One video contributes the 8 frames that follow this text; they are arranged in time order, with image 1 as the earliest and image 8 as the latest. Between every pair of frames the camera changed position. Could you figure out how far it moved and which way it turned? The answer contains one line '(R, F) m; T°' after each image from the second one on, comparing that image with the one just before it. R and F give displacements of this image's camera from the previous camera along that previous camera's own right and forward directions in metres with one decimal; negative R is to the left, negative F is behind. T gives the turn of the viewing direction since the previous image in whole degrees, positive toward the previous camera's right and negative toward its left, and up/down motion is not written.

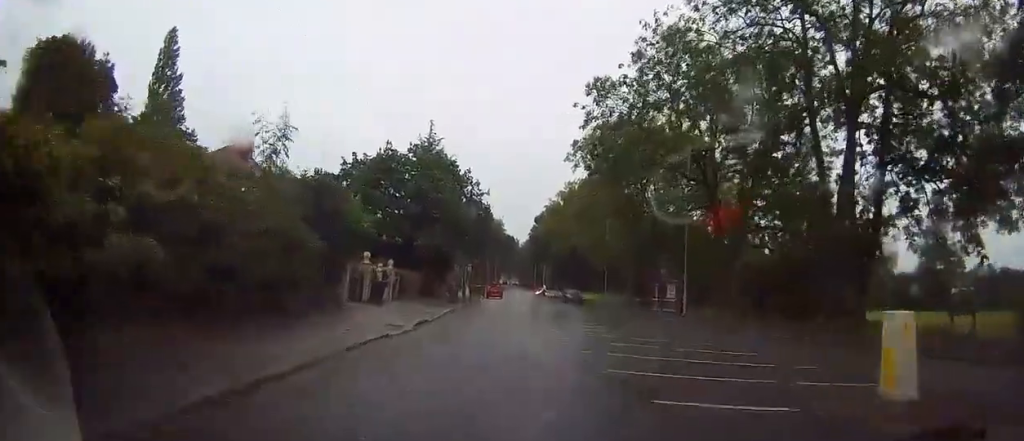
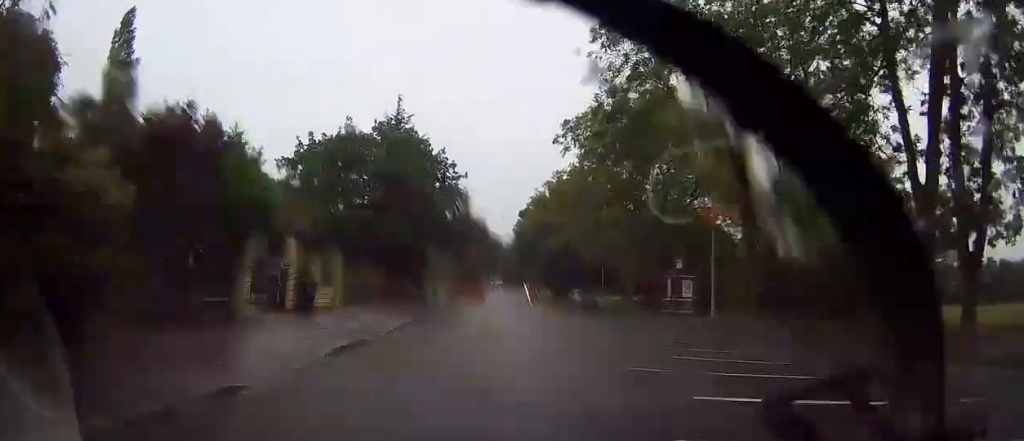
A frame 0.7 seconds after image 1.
(0.0, +8.3) m; 0°
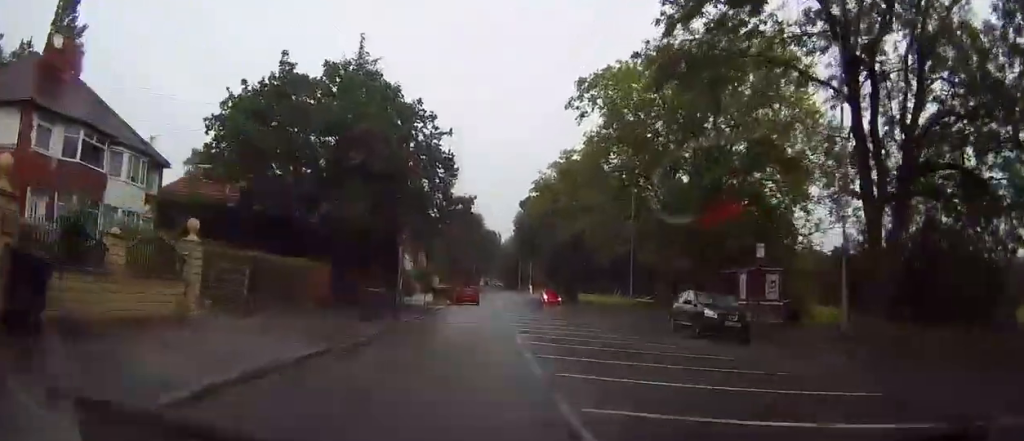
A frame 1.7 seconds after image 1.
(-0.1, +13.1) m; +1°
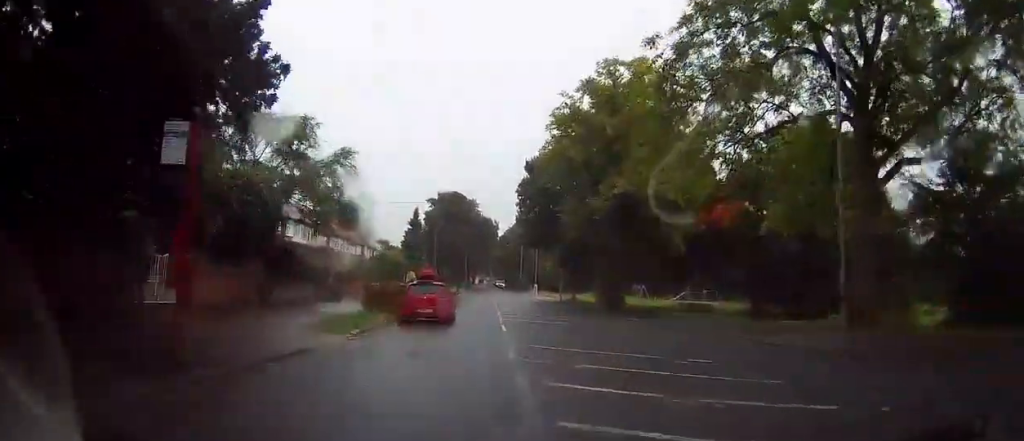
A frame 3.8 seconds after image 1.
(+0.7, +27.8) m; 0°
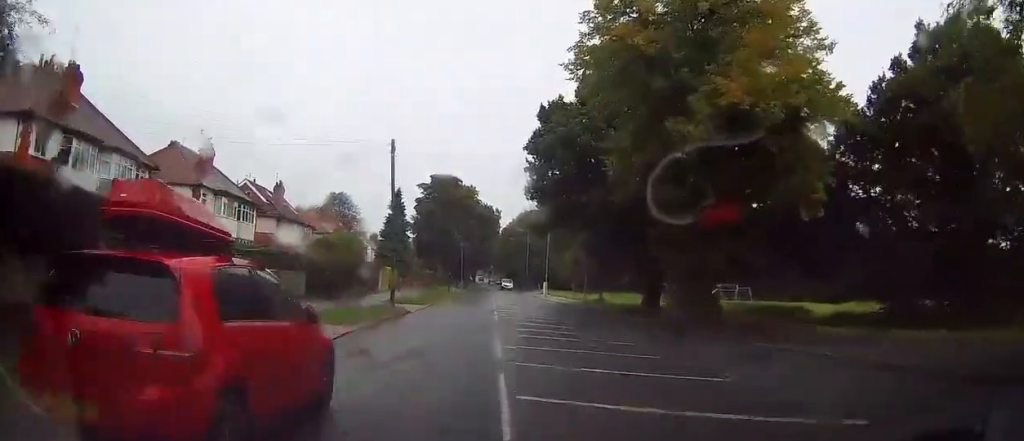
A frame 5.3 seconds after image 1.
(-0.3, +18.9) m; 0°
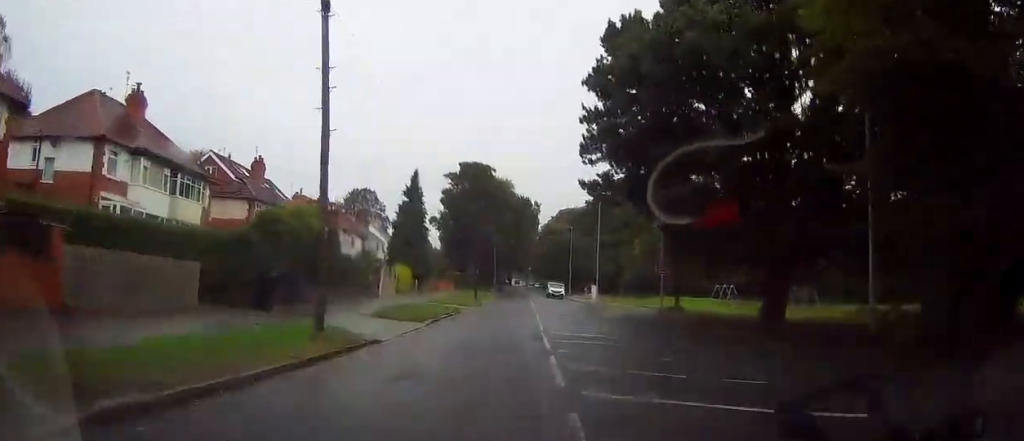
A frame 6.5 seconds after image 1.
(+0.1, +15.1) m; -1°
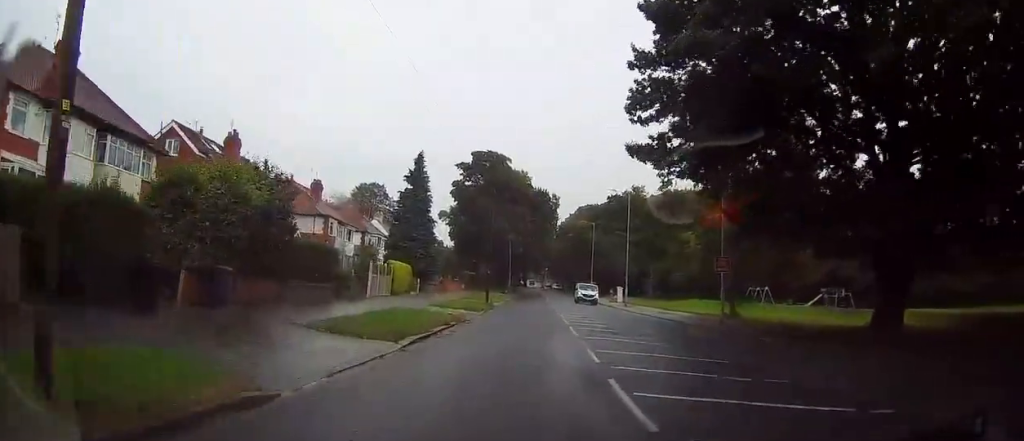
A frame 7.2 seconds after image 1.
(-0.1, +8.5) m; -3°
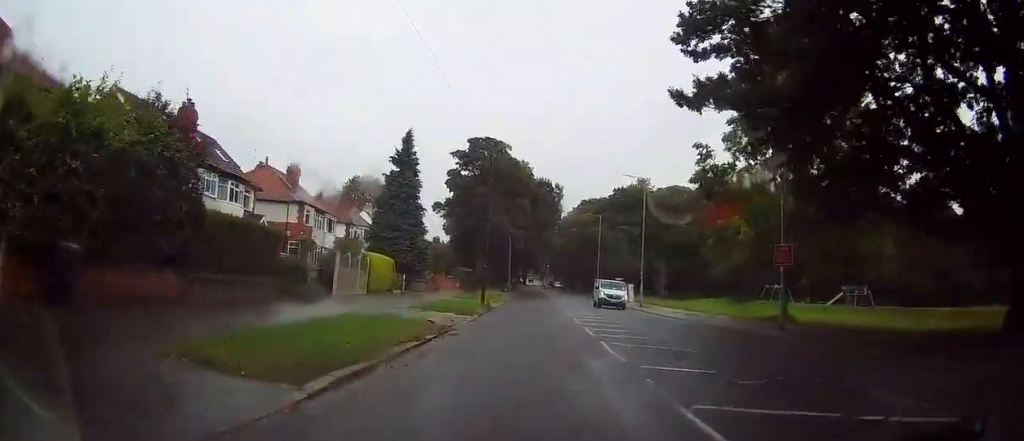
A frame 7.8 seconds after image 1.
(-0.2, +7.2) m; -1°
